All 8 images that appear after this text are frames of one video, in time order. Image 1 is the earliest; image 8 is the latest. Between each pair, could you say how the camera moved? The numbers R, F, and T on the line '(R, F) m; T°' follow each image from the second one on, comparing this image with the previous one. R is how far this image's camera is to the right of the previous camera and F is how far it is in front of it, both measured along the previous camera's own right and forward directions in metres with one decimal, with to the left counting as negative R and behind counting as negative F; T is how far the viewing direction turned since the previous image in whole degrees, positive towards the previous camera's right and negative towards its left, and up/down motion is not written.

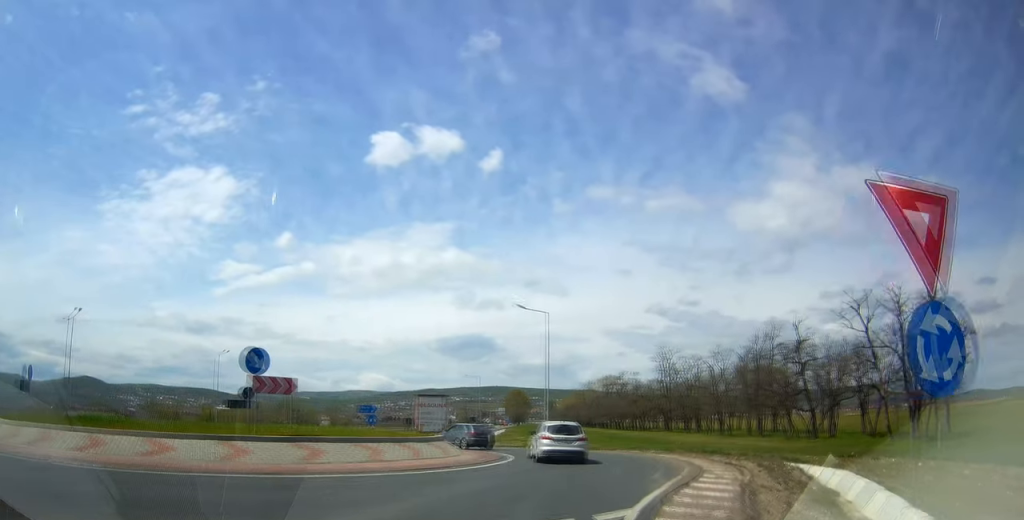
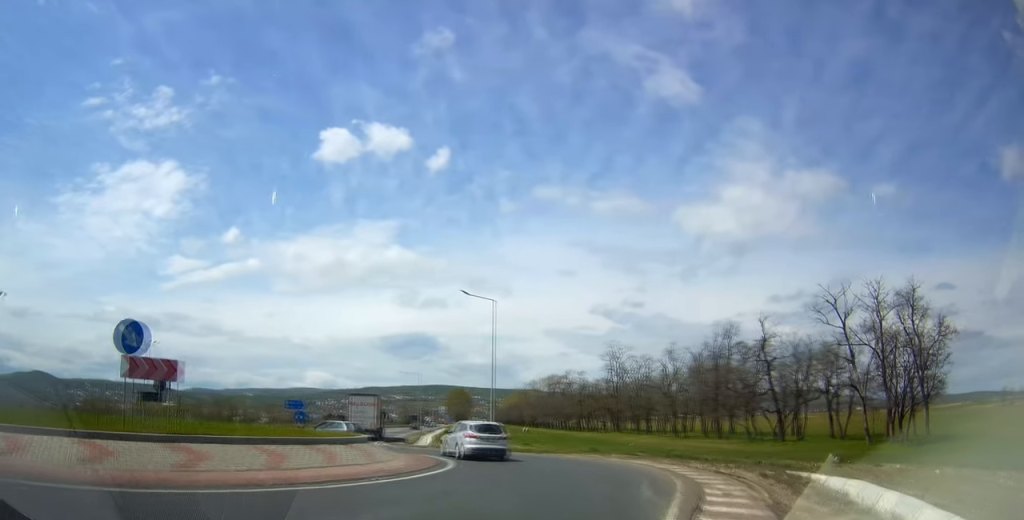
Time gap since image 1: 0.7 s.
(0.0, +4.0) m; +2°
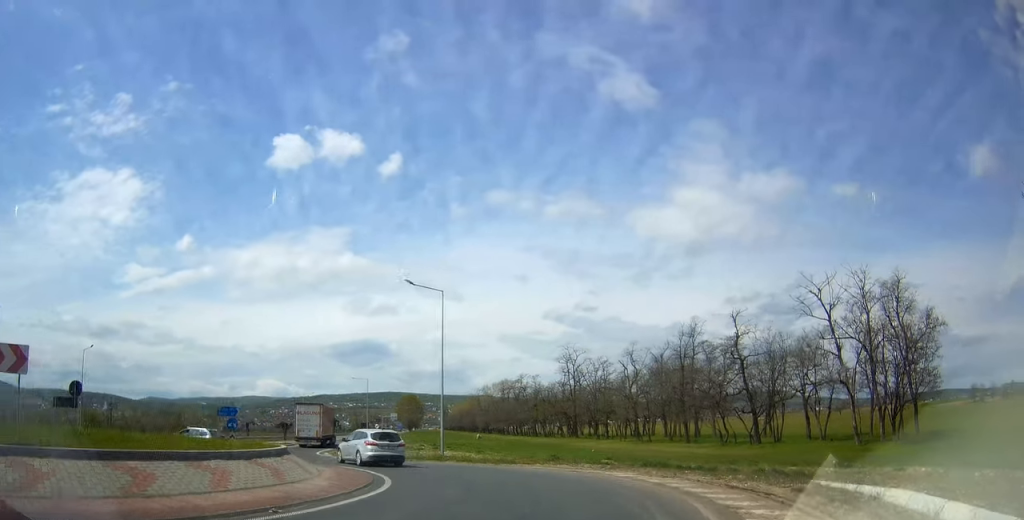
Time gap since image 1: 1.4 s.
(0.0, +4.0) m; +4°
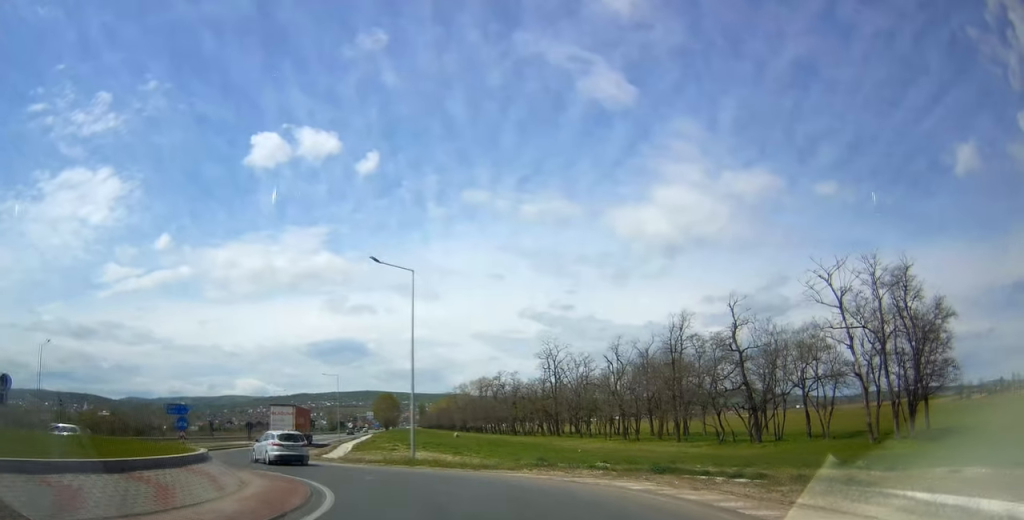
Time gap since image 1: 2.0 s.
(+0.3, +4.0) m; +7°
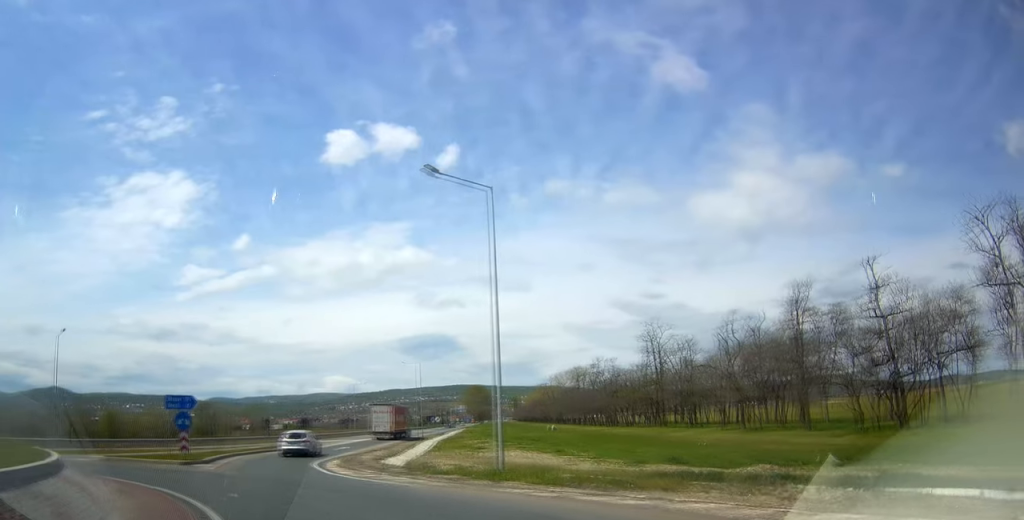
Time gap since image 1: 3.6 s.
(+0.7, +9.5) m; 0°
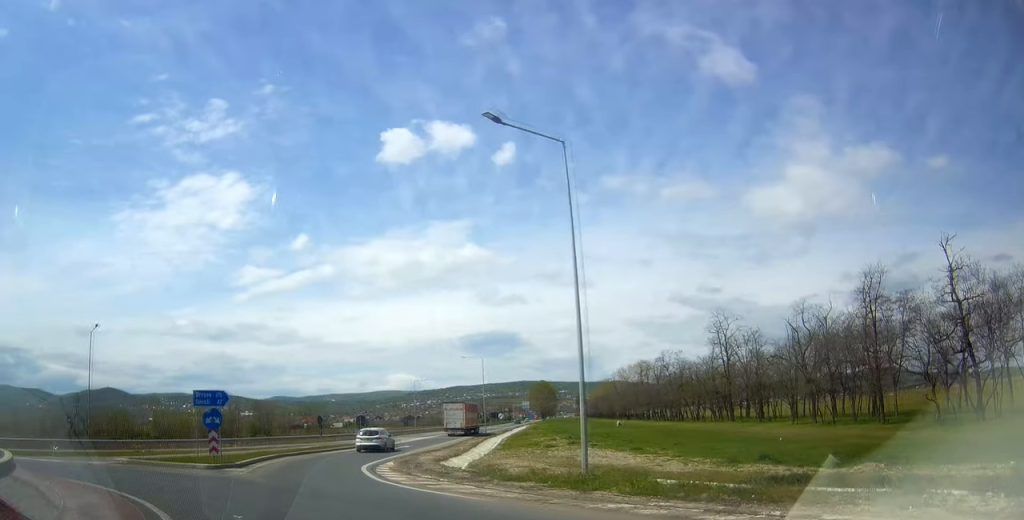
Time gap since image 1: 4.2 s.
(-0.1, +3.4) m; -6°
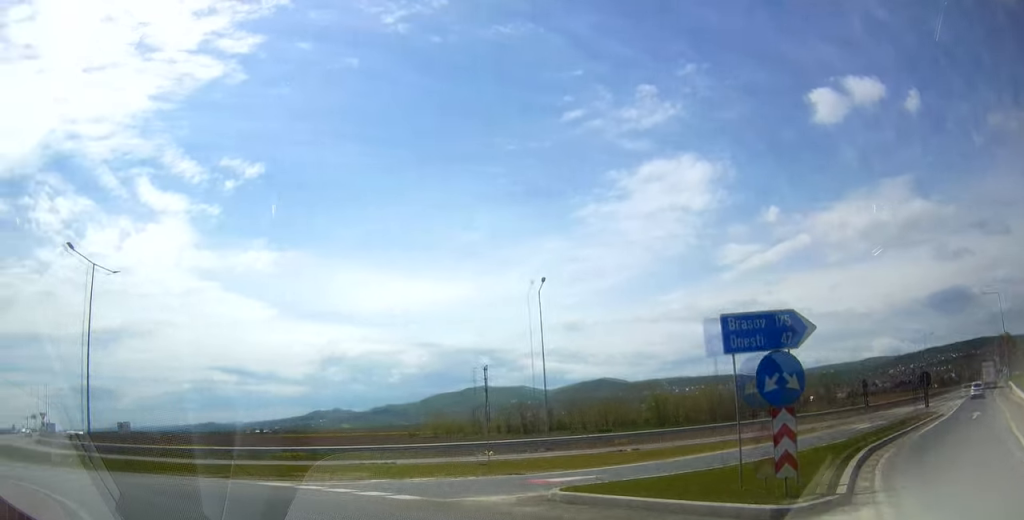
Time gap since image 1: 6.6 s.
(-3.6, +13.4) m; -31°
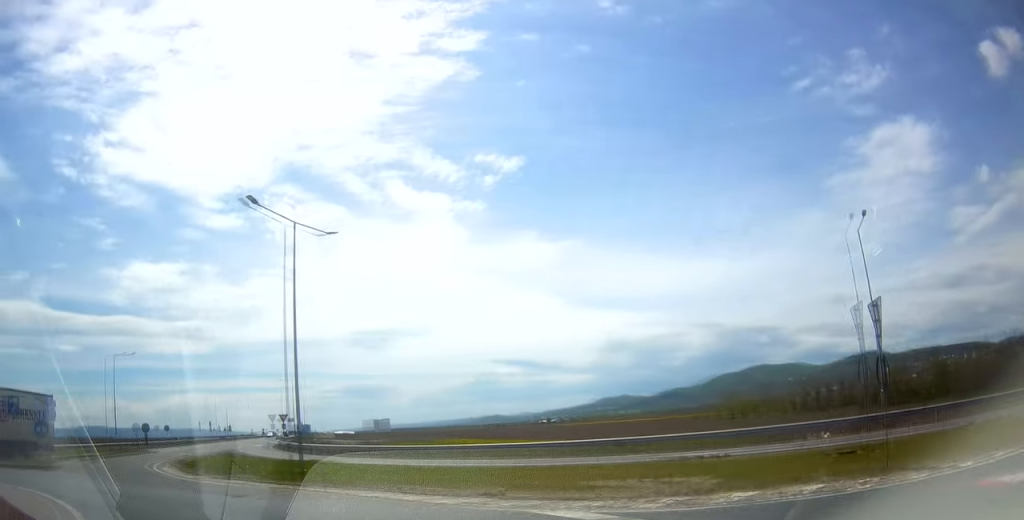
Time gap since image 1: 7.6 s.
(-0.9, +6.0) m; -27°
